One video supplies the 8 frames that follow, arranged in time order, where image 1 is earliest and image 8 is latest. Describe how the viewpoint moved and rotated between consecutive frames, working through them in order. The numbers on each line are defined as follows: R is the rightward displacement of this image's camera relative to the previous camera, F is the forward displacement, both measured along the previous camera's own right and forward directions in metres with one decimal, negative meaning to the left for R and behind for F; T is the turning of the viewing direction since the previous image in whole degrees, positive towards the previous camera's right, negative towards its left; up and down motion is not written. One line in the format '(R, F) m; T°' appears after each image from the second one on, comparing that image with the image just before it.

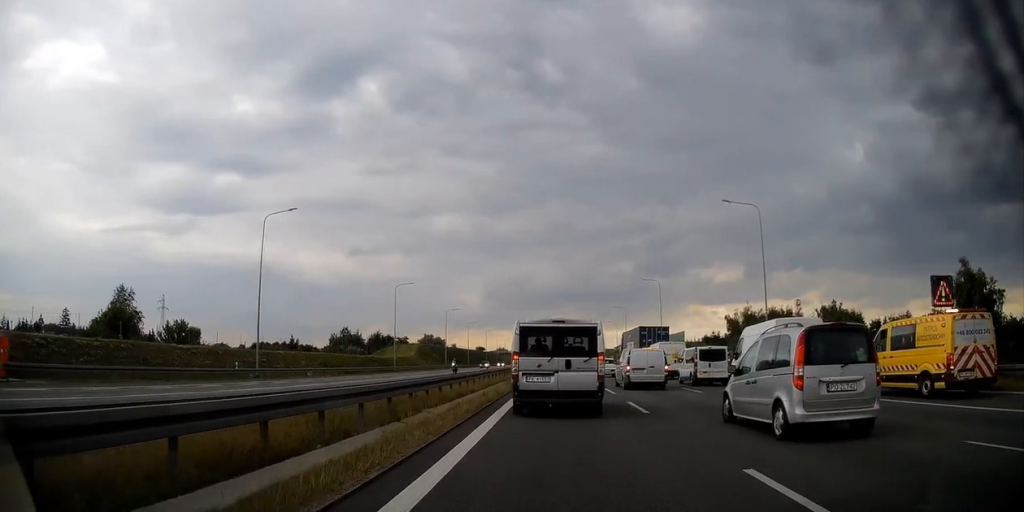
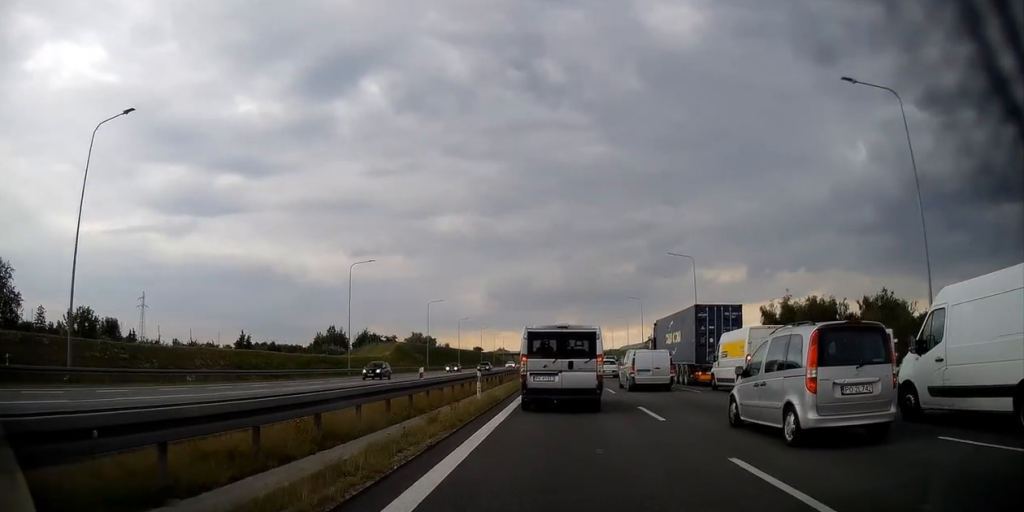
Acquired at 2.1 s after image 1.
(+0.2, +21.2) m; +2°
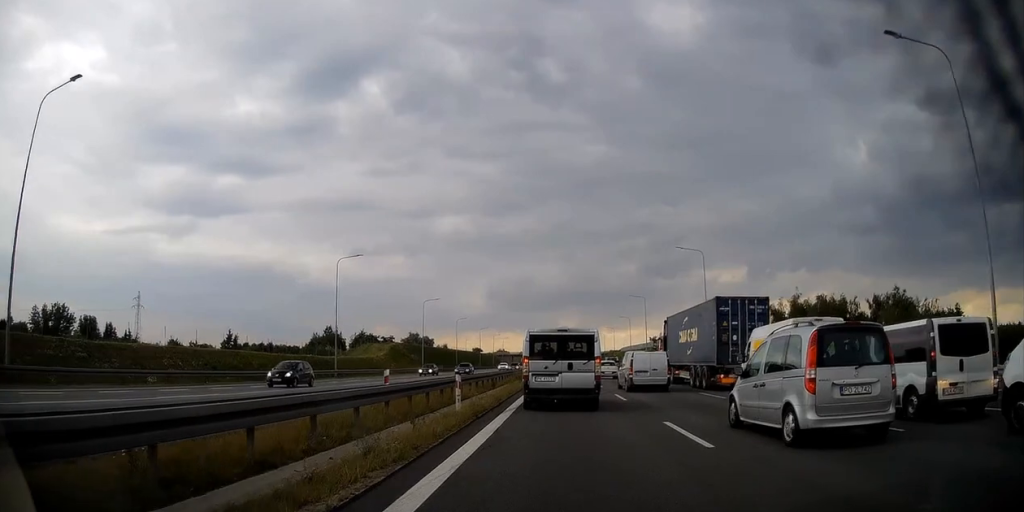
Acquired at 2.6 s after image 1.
(-0.1, +4.5) m; 0°
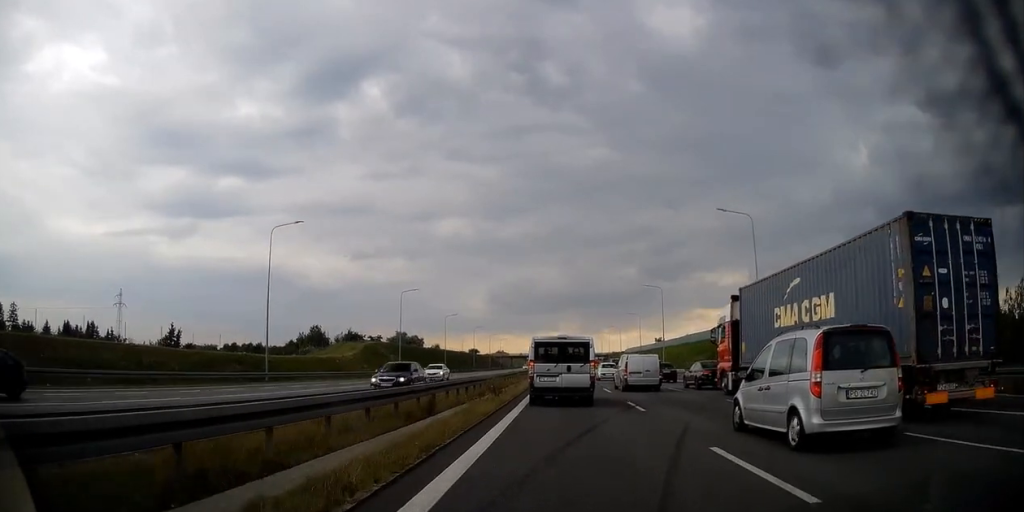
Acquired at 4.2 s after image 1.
(+0.1, +16.0) m; -1°
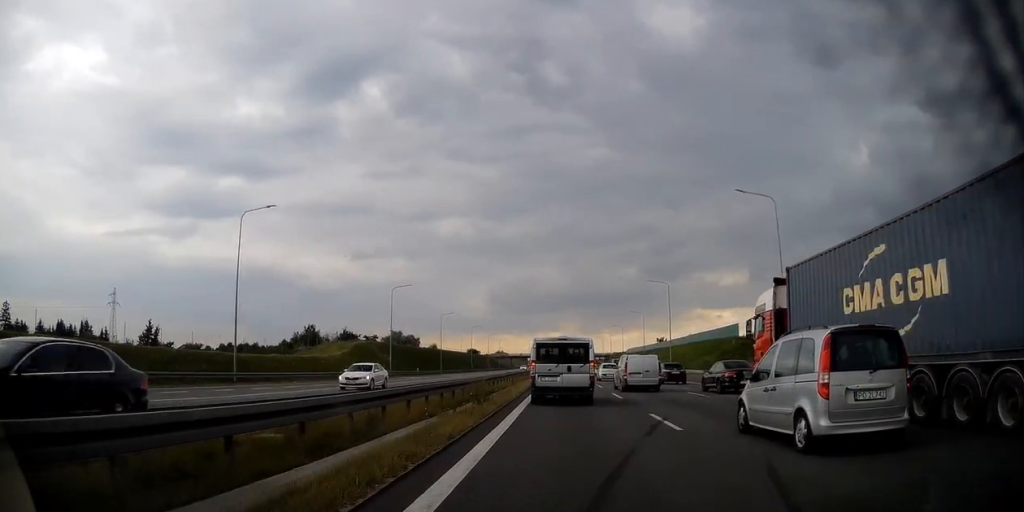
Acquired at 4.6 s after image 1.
(-0.2, +5.0) m; 0°
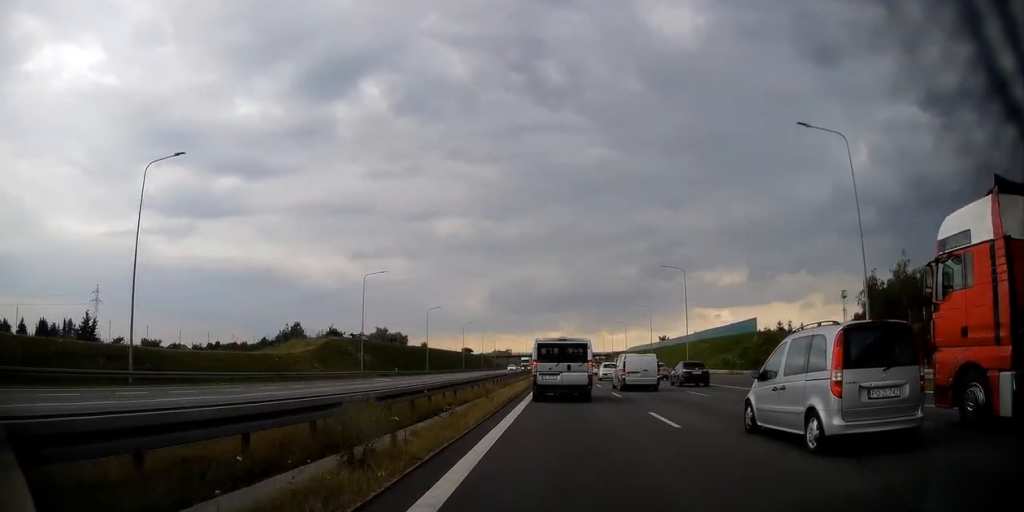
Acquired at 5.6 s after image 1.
(+0.2, +12.5) m; 0°
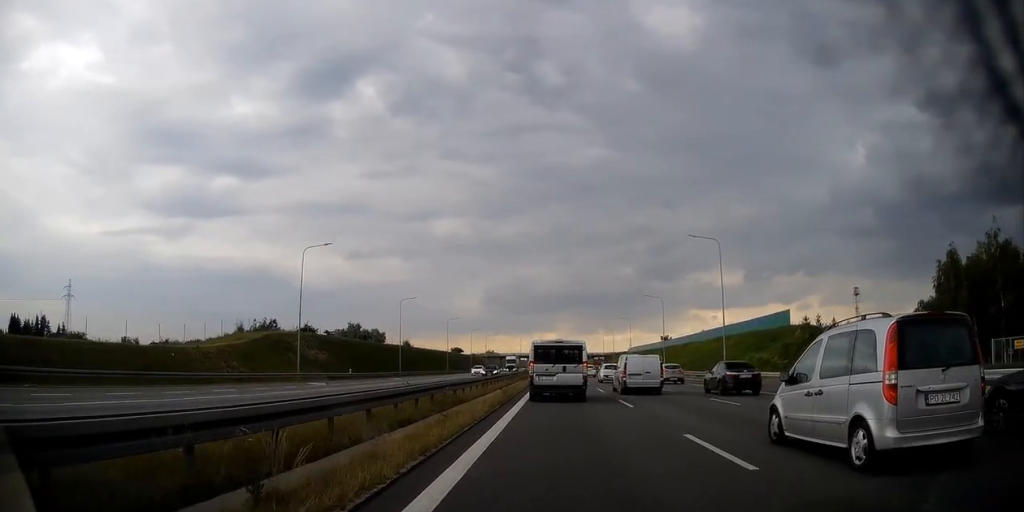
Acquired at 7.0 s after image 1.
(-0.2, +20.2) m; 0°
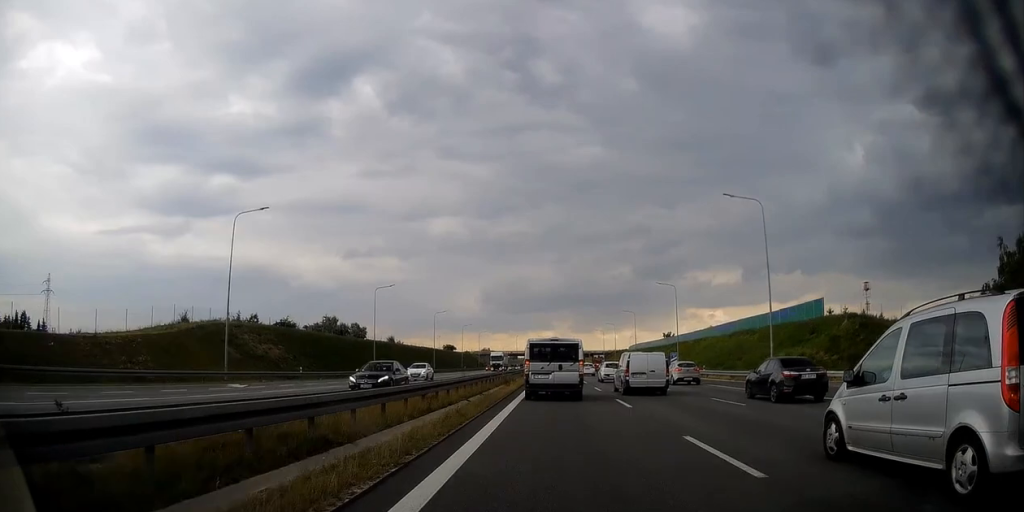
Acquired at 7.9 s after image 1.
(+0.2, +14.7) m; +2°
